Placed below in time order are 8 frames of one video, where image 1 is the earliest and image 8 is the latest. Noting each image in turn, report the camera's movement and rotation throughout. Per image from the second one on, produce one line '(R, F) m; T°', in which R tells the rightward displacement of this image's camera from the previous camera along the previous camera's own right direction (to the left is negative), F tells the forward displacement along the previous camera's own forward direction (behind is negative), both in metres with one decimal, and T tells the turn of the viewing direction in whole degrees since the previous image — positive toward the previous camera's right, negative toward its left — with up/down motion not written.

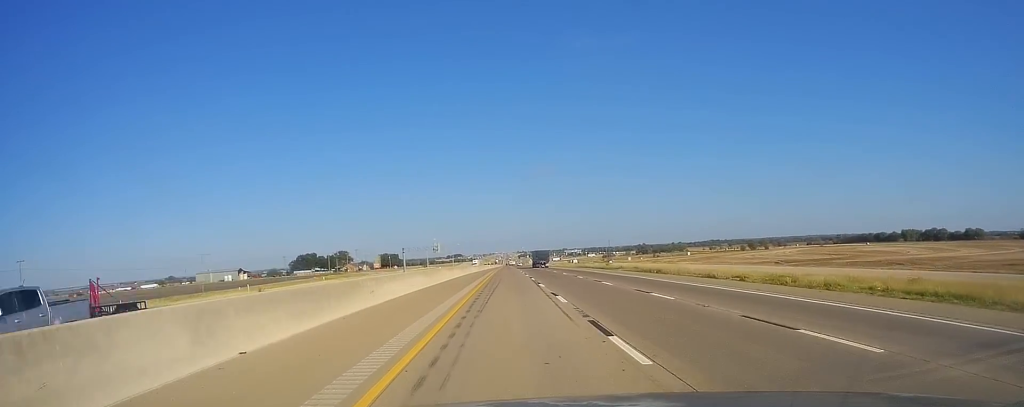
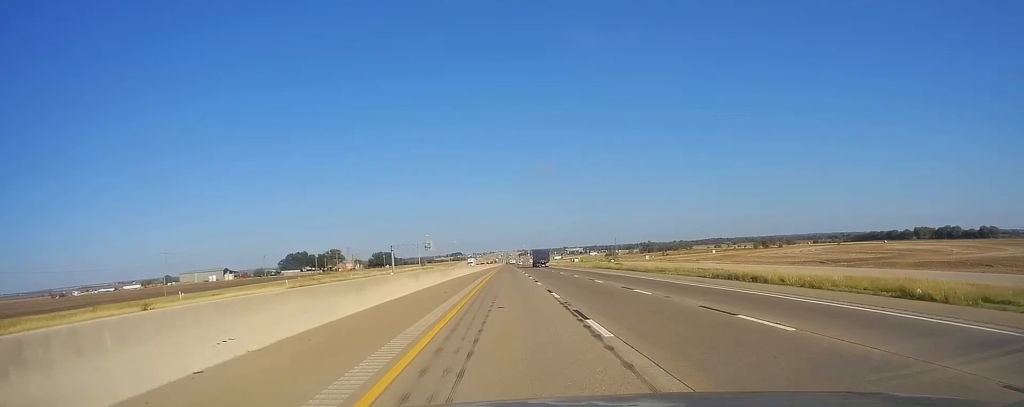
(0.0, +21.1) m; +1°
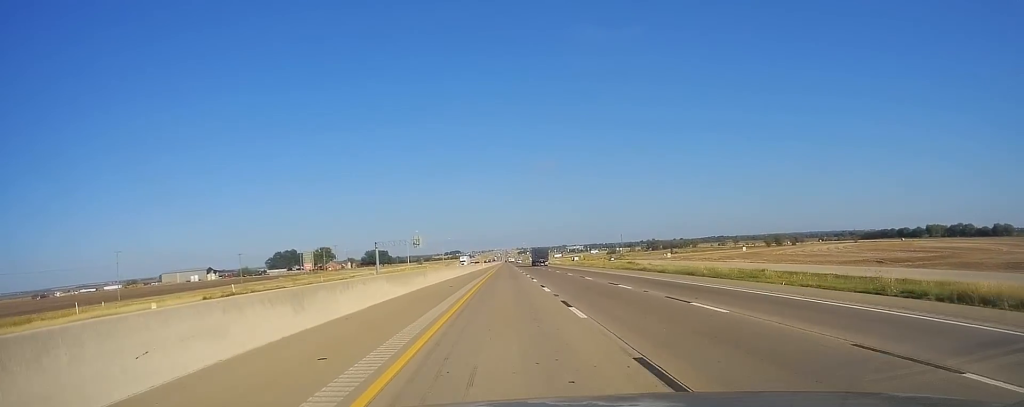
(-0.1, +20.5) m; +1°
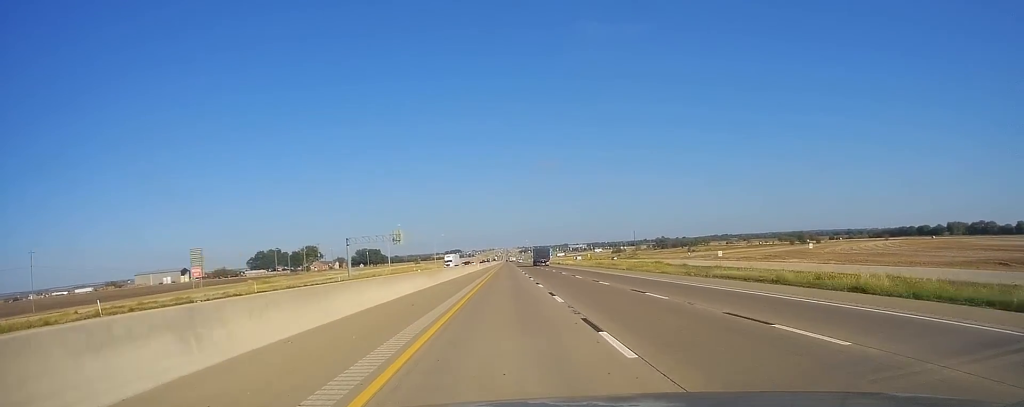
(+0.8, +30.2) m; 0°
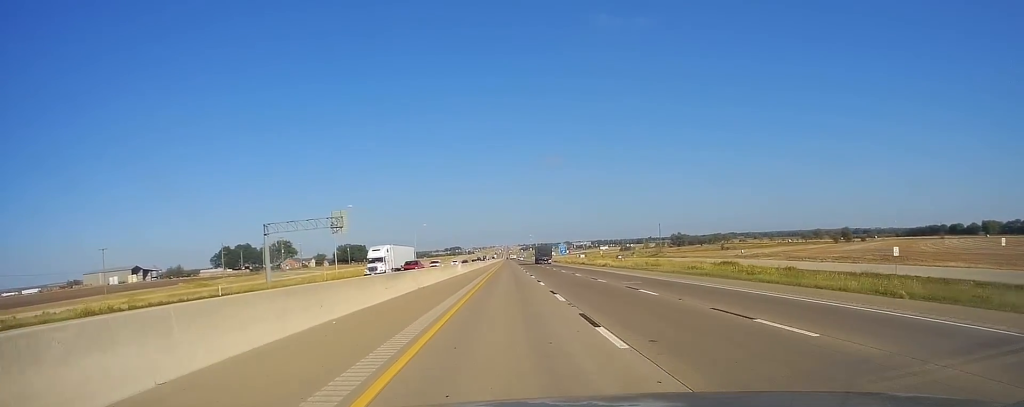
(-1.3, +46.7) m; -2°
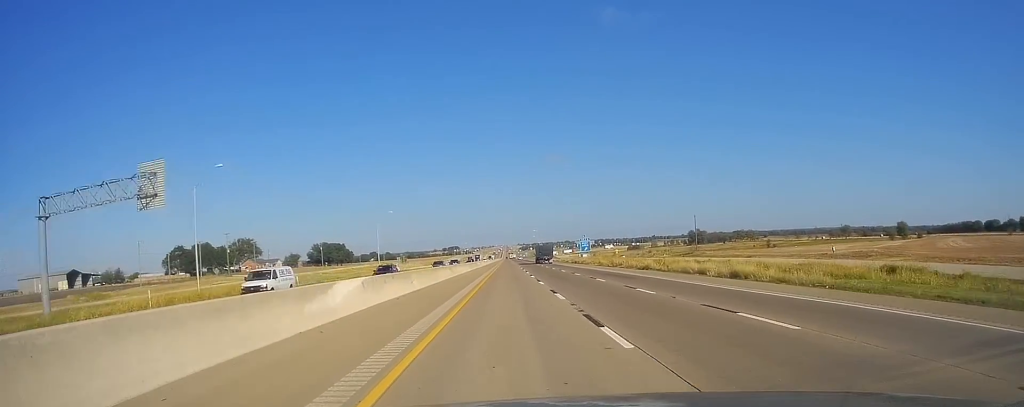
(0.0, +47.4) m; +1°
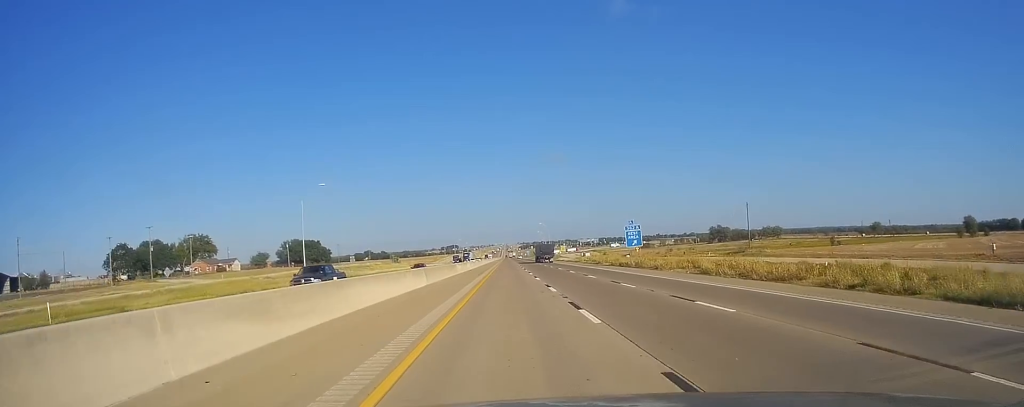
(+0.3, +44.8) m; +1°
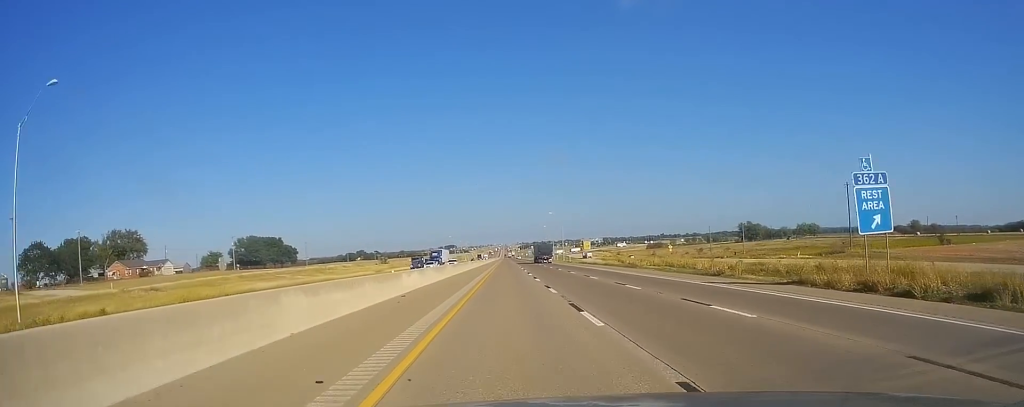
(-0.2, +49.7) m; -1°
